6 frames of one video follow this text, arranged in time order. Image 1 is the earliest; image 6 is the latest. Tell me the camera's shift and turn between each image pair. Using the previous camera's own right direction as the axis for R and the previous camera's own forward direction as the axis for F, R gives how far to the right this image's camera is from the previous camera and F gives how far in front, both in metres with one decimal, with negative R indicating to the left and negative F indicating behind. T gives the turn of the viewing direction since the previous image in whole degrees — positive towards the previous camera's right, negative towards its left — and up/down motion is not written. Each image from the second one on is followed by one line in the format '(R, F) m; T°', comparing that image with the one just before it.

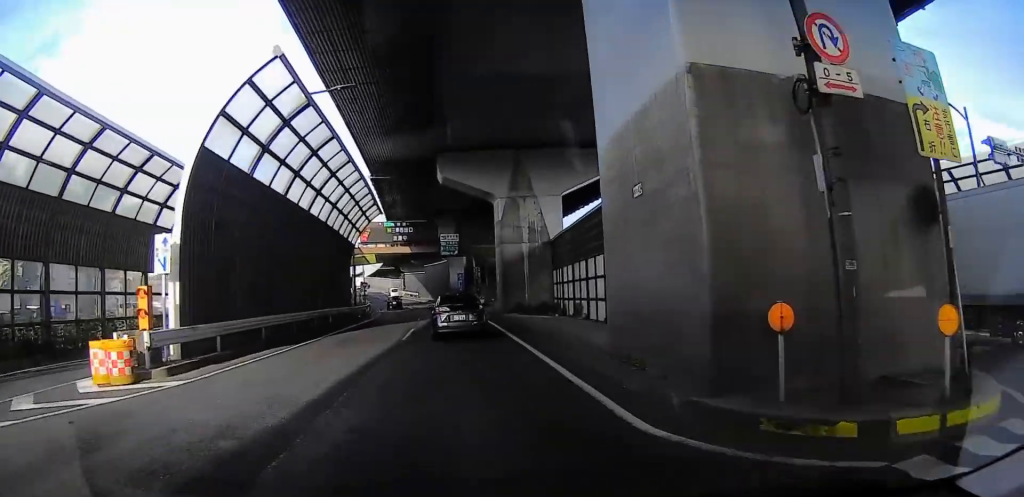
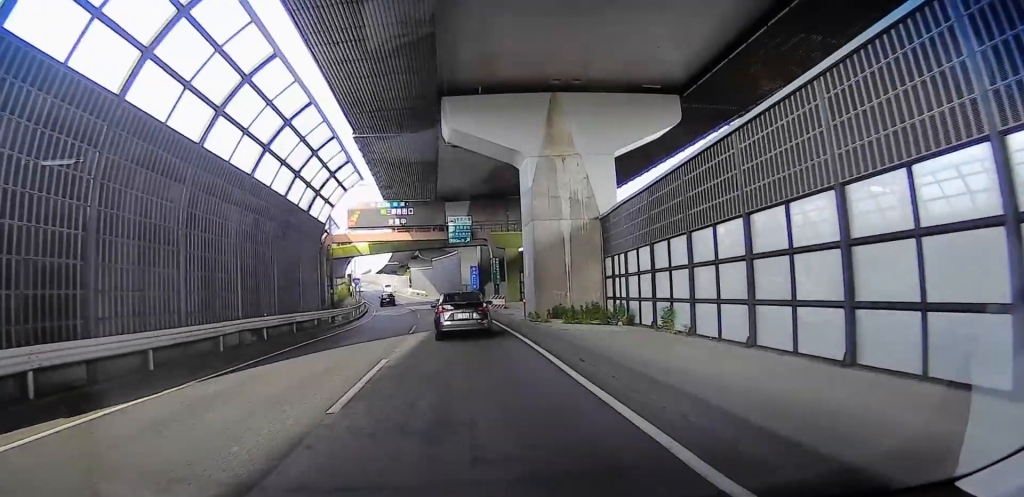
(0.0, +11.9) m; 0°
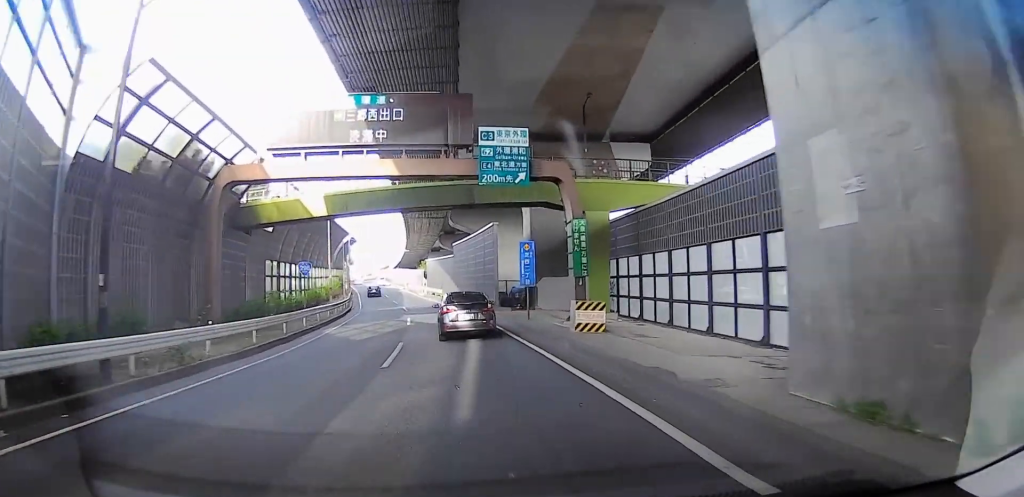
(-0.9, +25.4) m; -7°
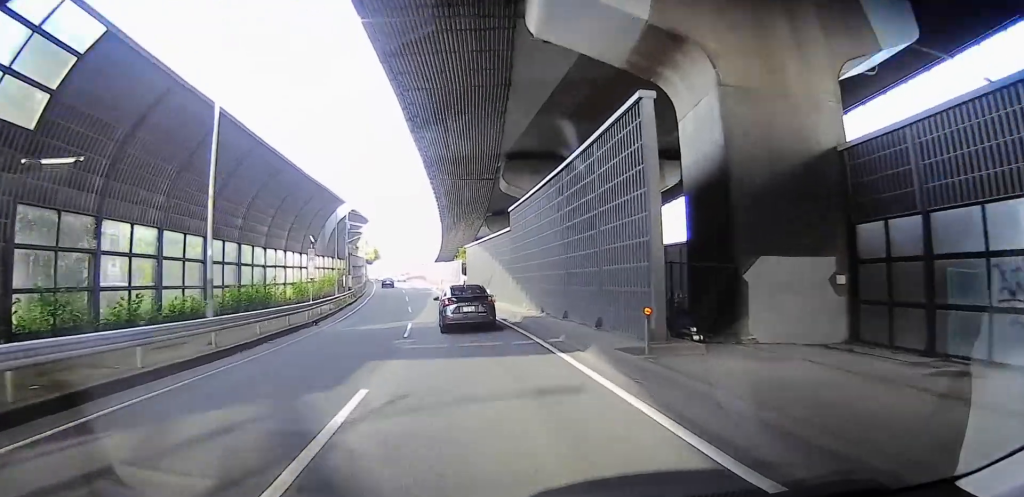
(+0.1, +24.0) m; 0°
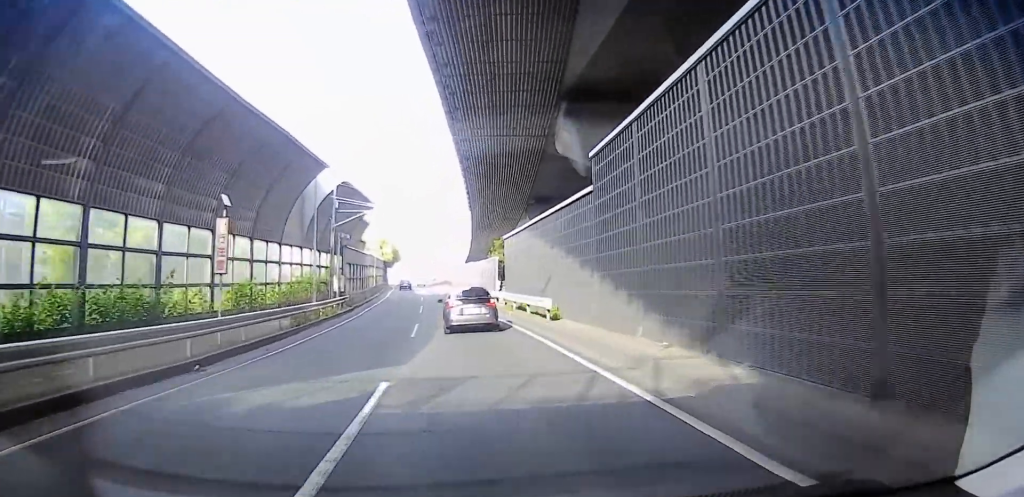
(-0.9, +13.8) m; 0°
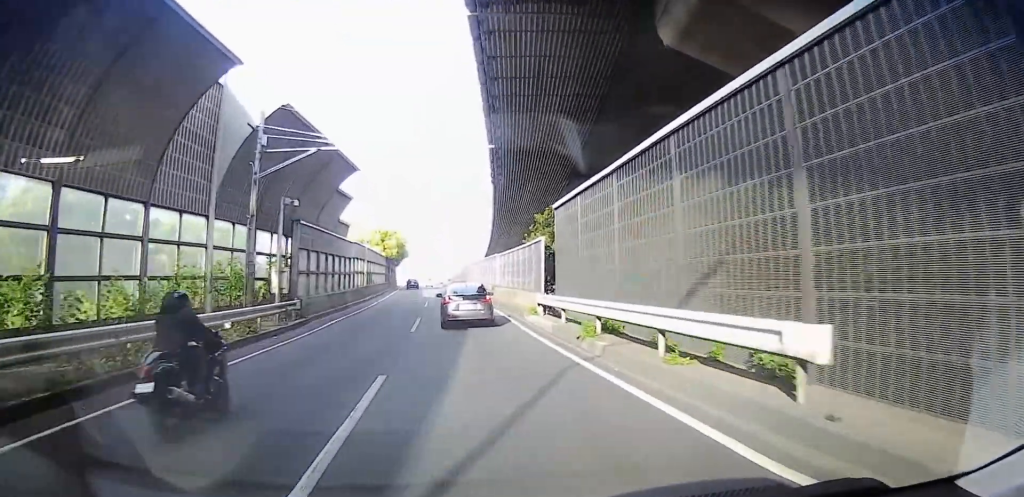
(+0.6, +13.5) m; -3°
